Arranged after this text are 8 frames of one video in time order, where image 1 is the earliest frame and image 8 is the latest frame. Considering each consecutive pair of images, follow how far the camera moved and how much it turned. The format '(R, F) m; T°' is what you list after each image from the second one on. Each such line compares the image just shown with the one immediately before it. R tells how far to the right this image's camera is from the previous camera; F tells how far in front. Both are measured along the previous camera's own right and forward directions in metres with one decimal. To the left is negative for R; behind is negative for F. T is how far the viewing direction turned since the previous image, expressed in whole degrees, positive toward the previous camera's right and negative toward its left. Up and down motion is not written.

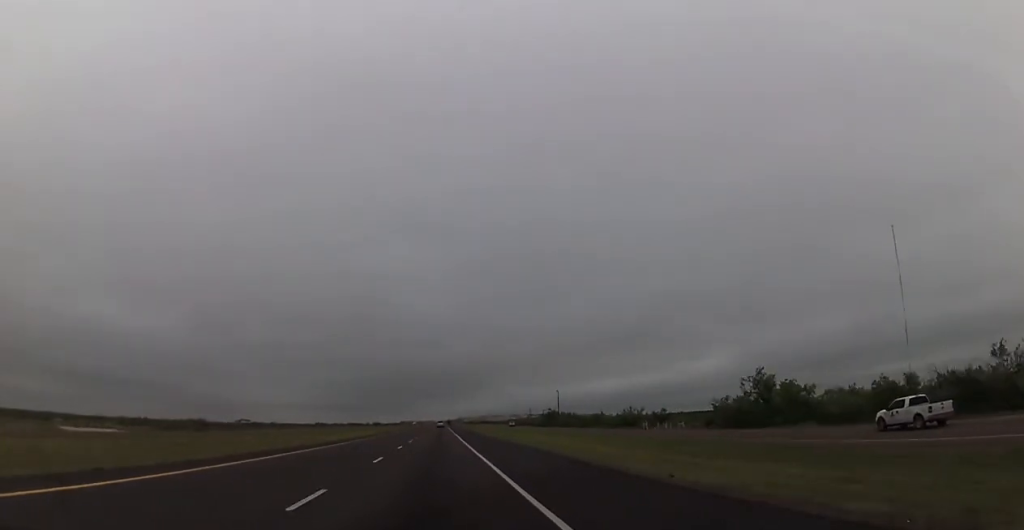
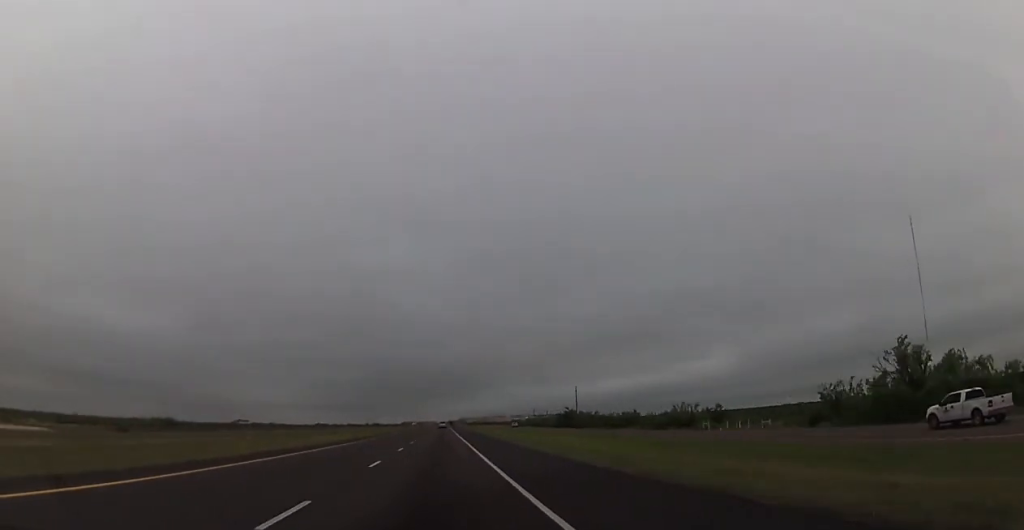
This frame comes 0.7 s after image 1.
(-0.6, +26.1) m; -1°
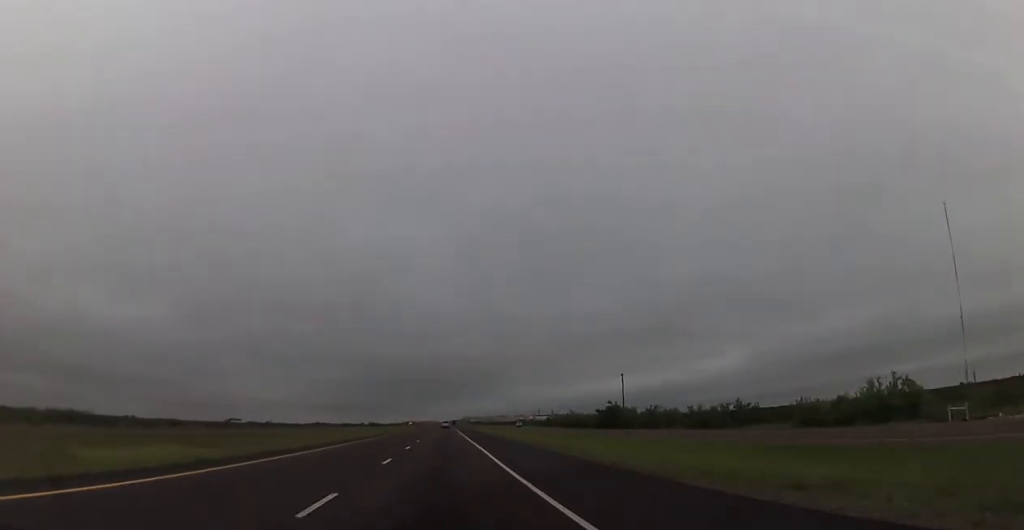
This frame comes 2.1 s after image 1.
(+0.2, +47.2) m; +1°
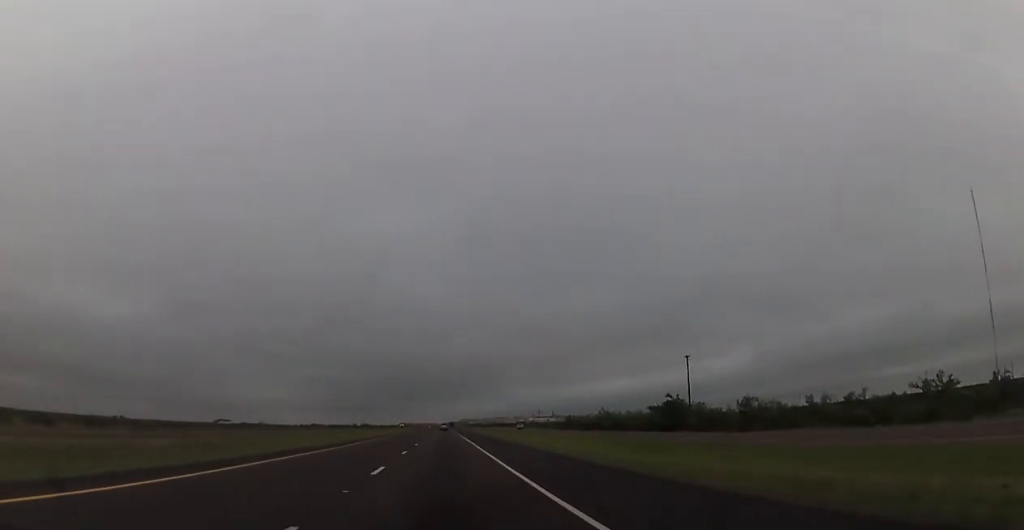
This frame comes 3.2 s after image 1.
(+0.1, +40.1) m; 0°
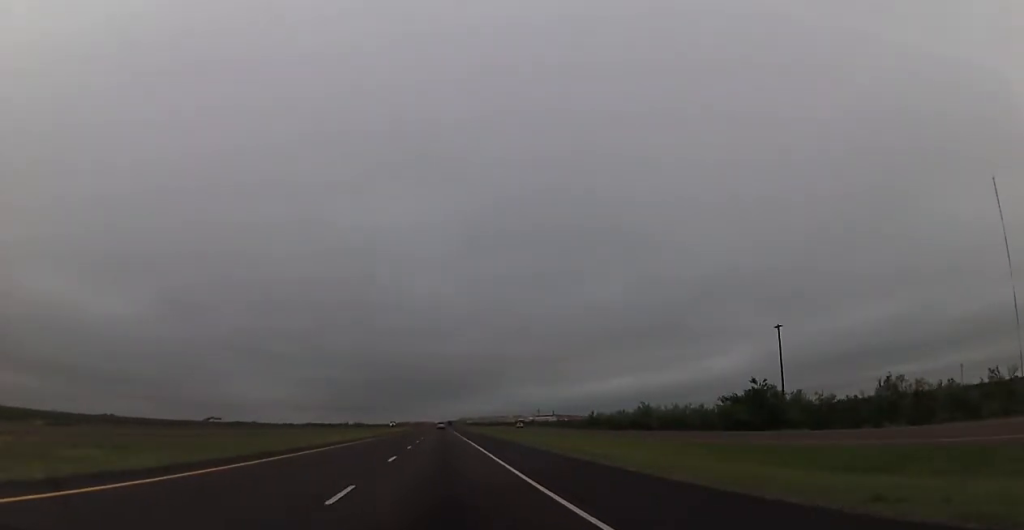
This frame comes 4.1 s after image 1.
(-0.1, +30.6) m; 0°
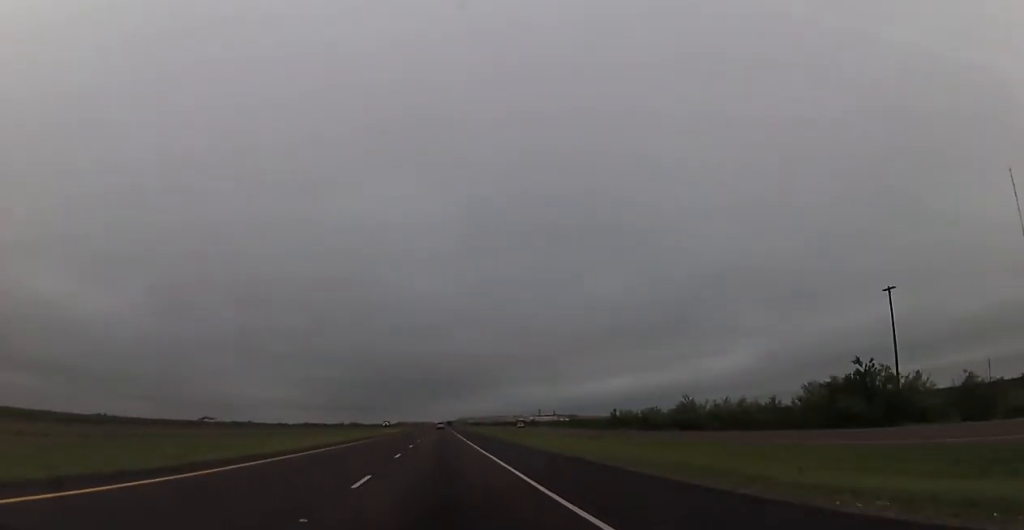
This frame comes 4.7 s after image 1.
(0.0, +21.2) m; 0°
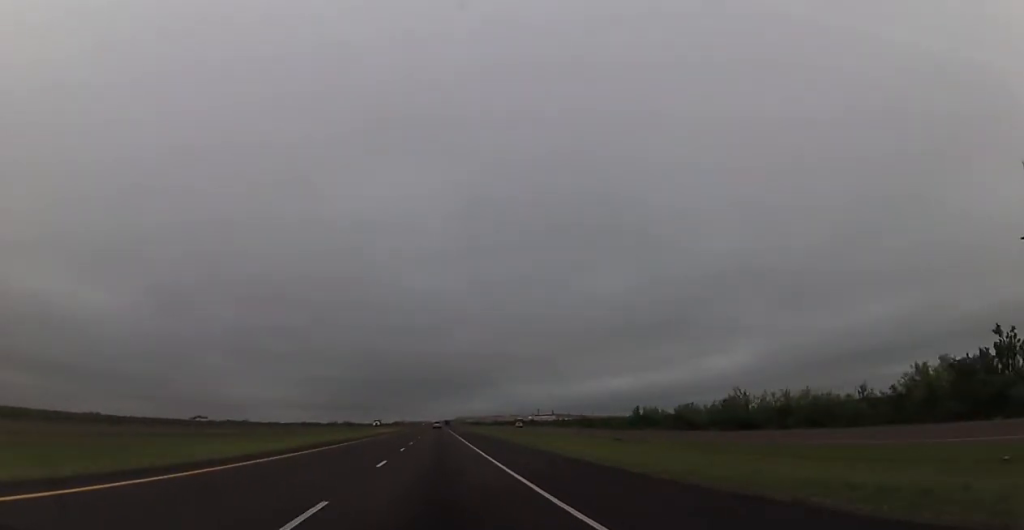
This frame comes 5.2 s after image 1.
(0.0, +17.7) m; 0°
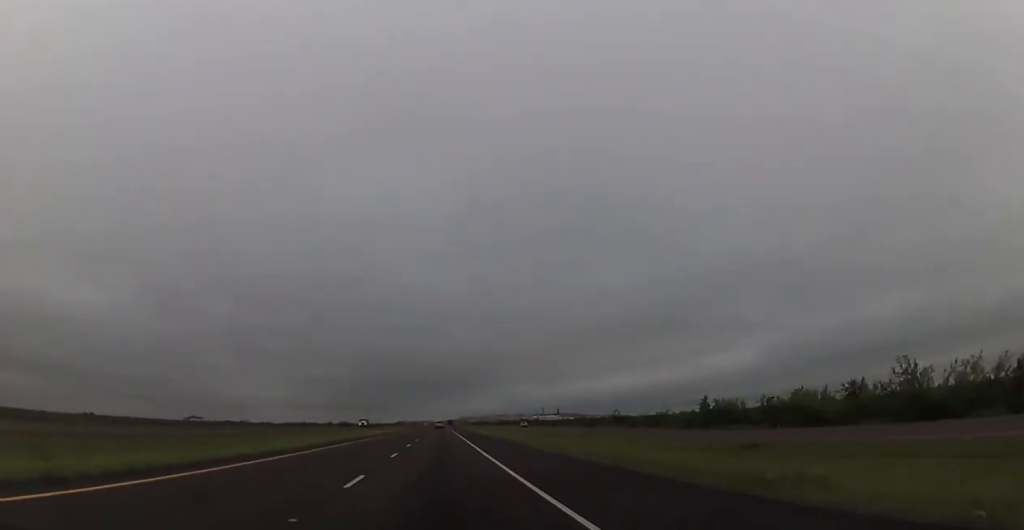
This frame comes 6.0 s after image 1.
(+0.1, +30.7) m; 0°
